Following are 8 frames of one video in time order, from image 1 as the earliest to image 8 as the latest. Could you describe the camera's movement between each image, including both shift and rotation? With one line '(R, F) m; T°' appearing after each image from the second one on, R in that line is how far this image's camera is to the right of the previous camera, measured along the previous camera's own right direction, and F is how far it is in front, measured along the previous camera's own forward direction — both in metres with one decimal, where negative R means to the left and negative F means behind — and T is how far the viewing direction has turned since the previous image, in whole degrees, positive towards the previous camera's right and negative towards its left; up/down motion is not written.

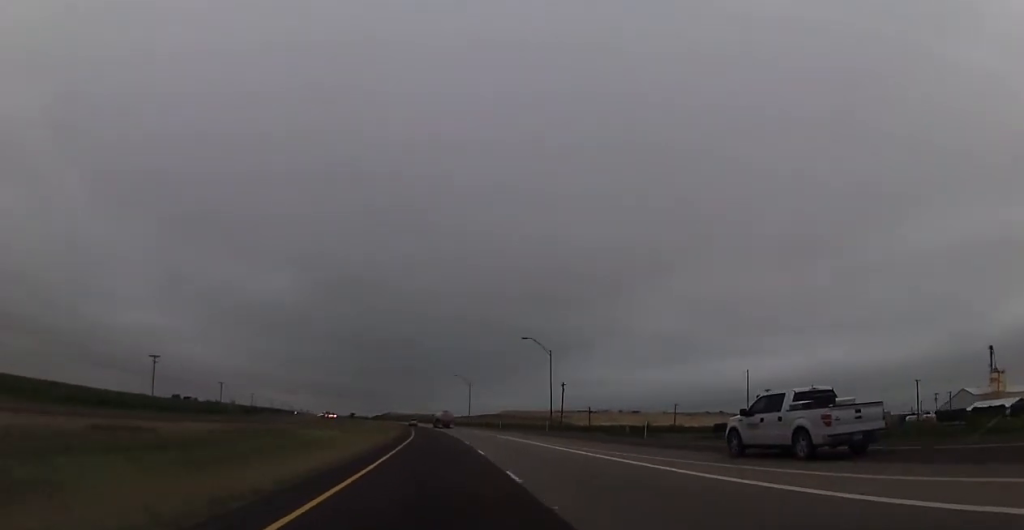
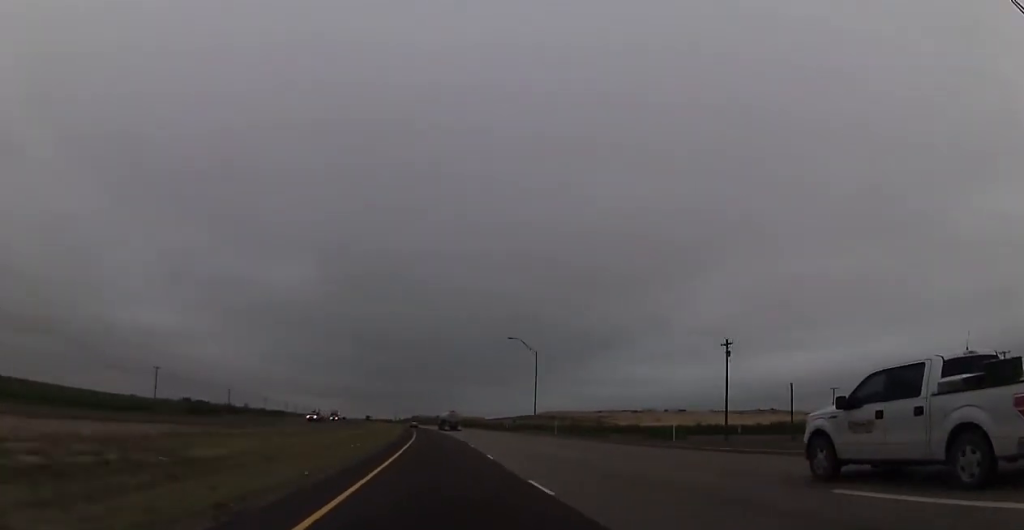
(-1.5, +76.3) m; -2°
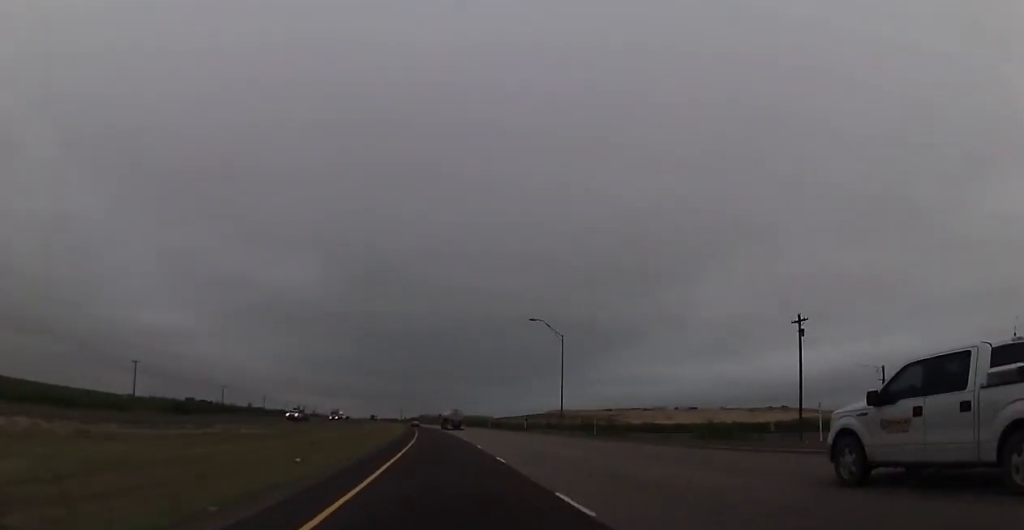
(-0.1, +15.3) m; -1°
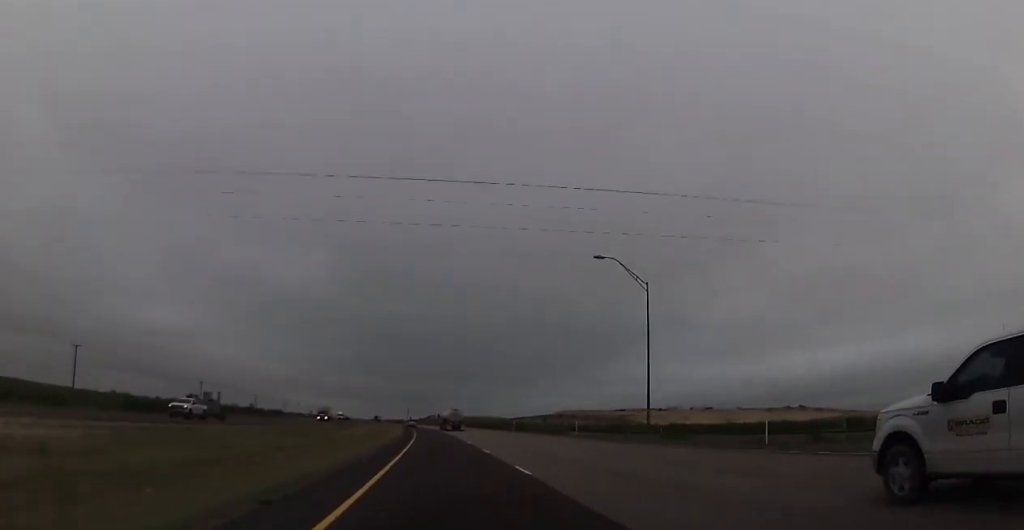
(-0.3, +29.5) m; -1°
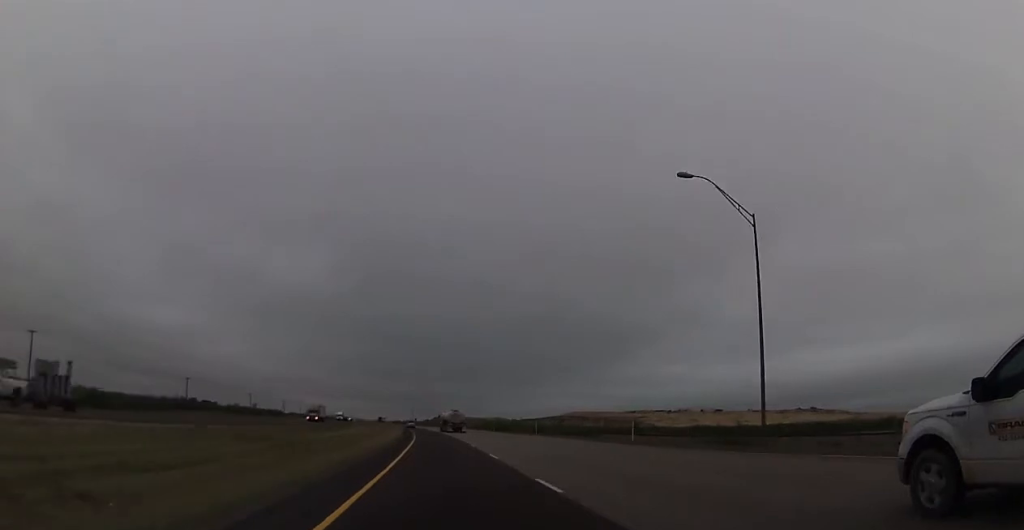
(-0.1, +16.5) m; -1°
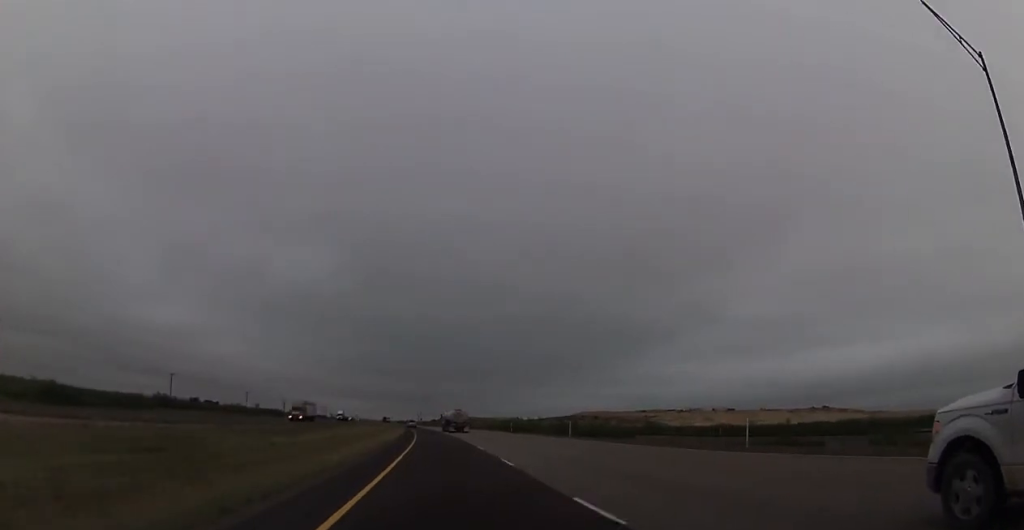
(-0.1, +16.5) m; -1°
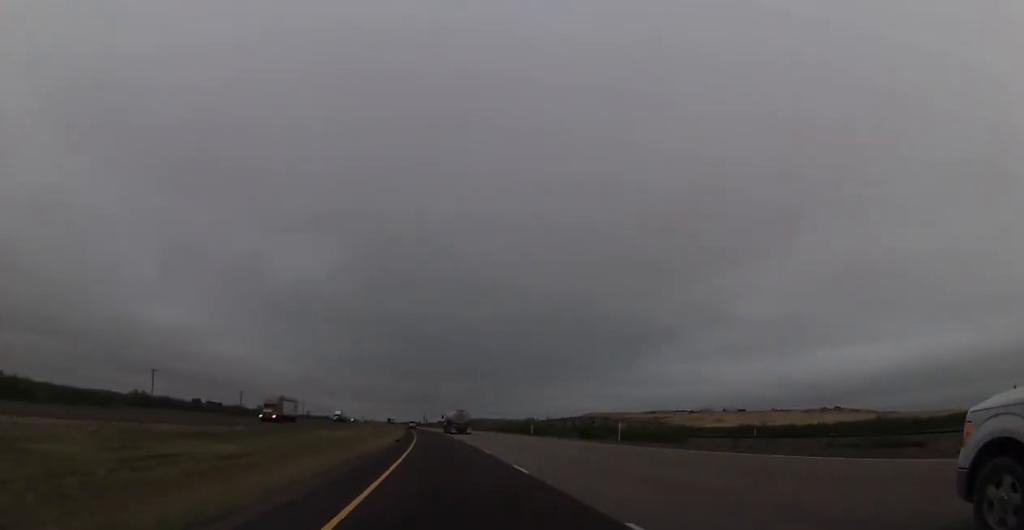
(-0.1, +15.3) m; -1°
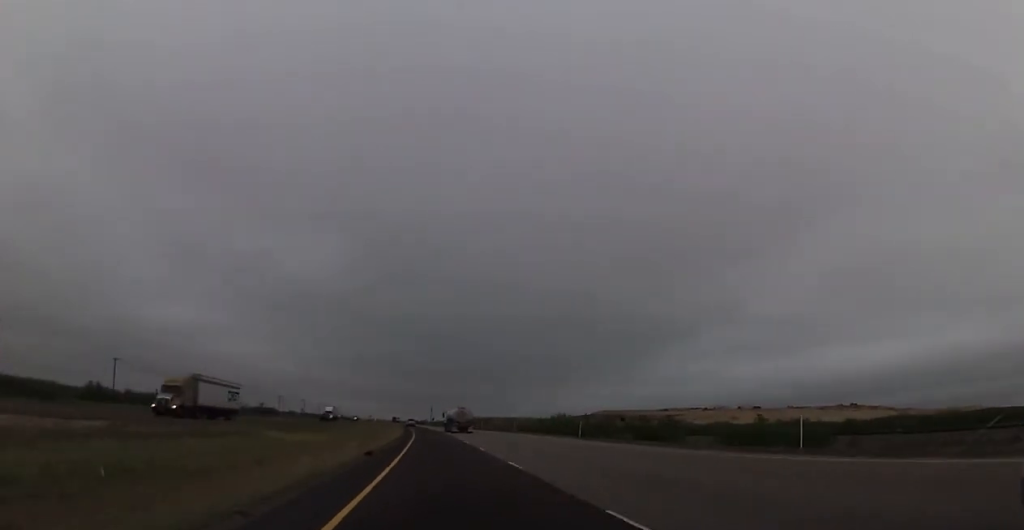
(-0.1, +23.6) m; -1°
